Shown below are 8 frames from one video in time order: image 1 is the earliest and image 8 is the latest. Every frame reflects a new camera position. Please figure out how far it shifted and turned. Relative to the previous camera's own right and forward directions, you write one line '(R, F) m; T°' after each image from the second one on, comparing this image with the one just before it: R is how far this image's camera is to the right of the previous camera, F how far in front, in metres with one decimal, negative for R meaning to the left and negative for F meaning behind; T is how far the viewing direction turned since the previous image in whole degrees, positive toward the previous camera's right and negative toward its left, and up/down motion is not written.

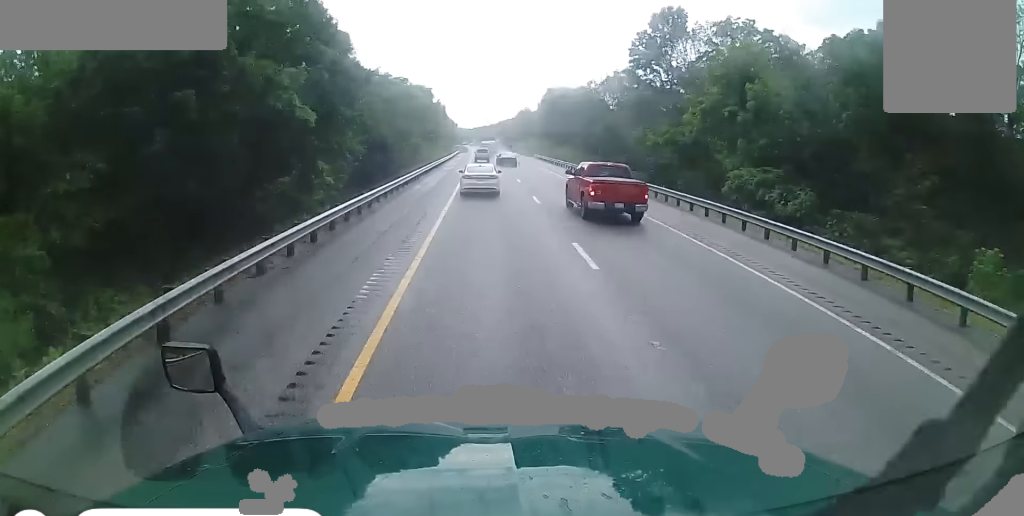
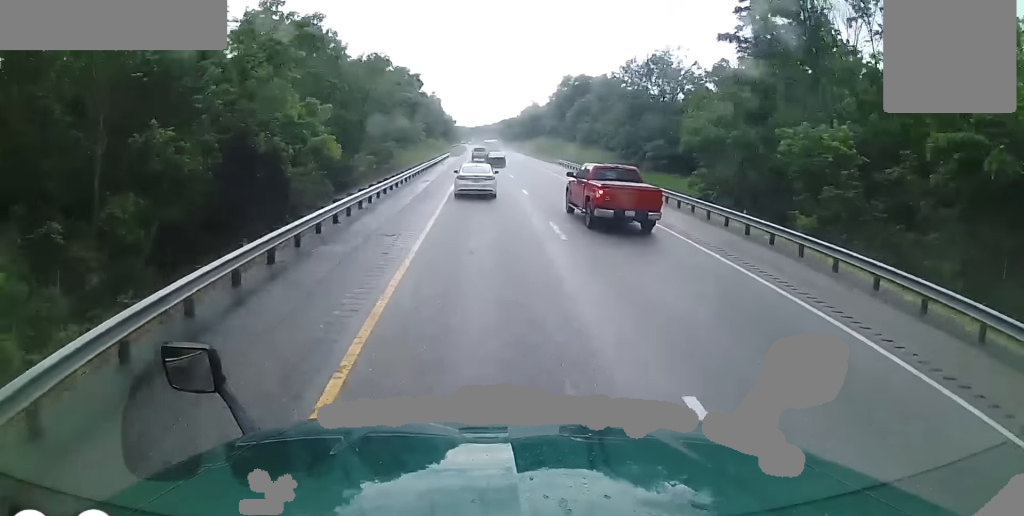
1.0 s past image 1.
(-0.5, +32.8) m; 0°
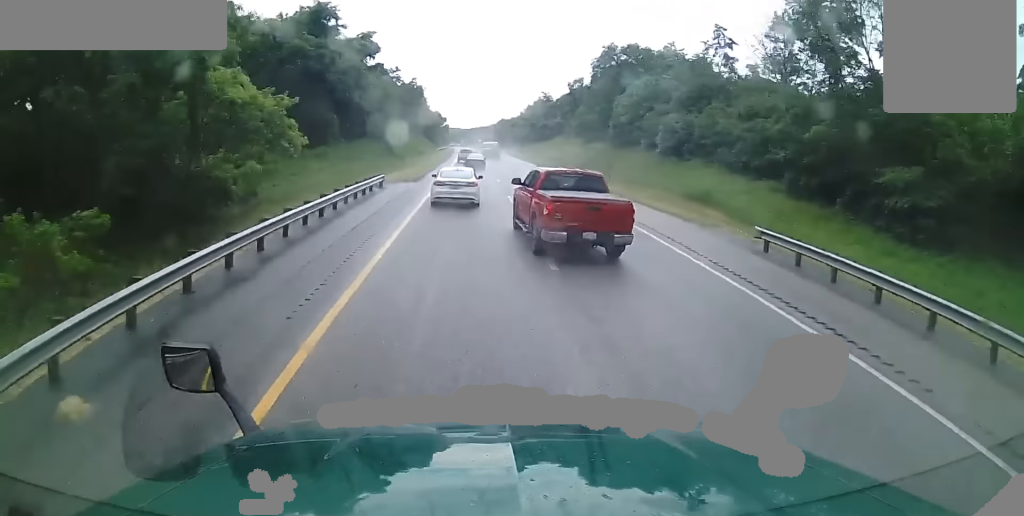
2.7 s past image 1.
(+0.8, +51.8) m; +1°
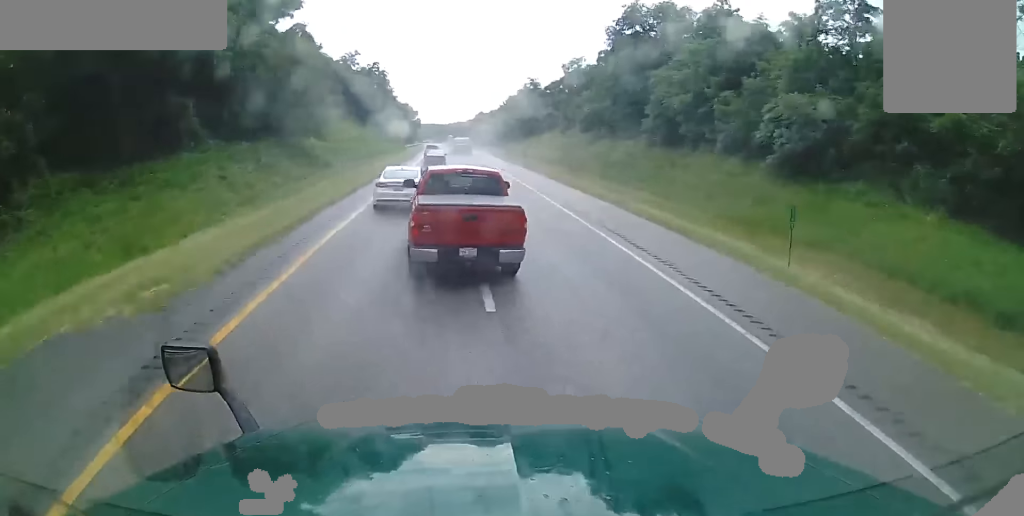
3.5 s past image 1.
(0.0, +27.3) m; 0°
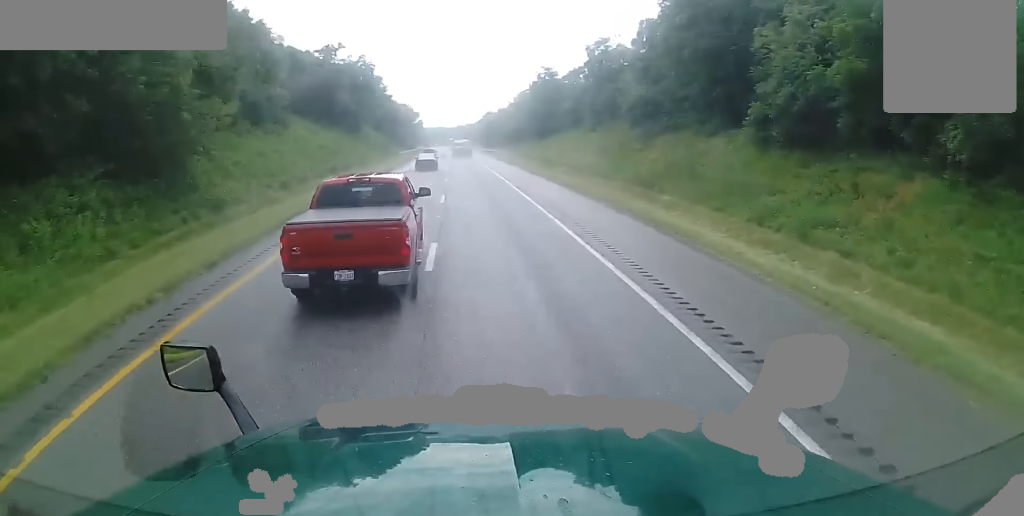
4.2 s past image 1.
(0.0, +21.9) m; 0°
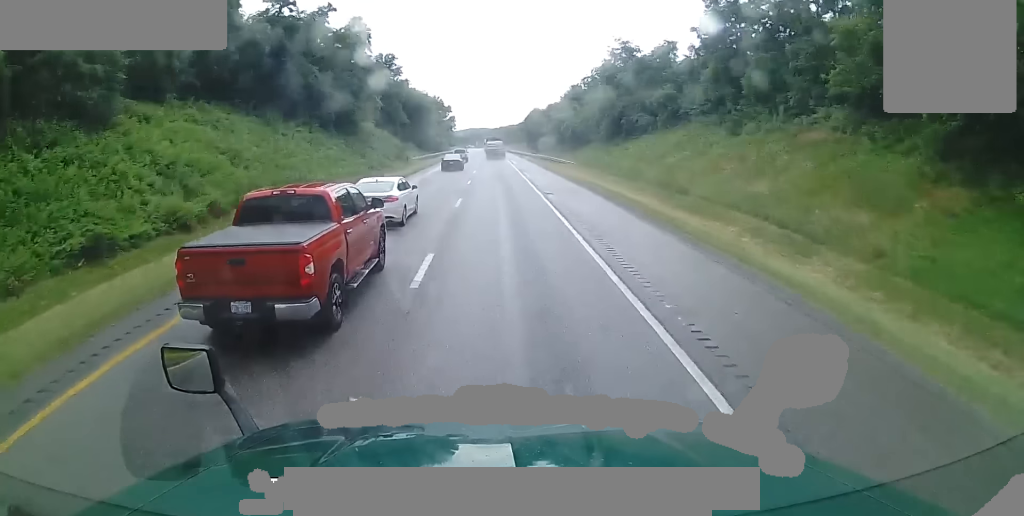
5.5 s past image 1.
(-0.3, +38.0) m; -1°
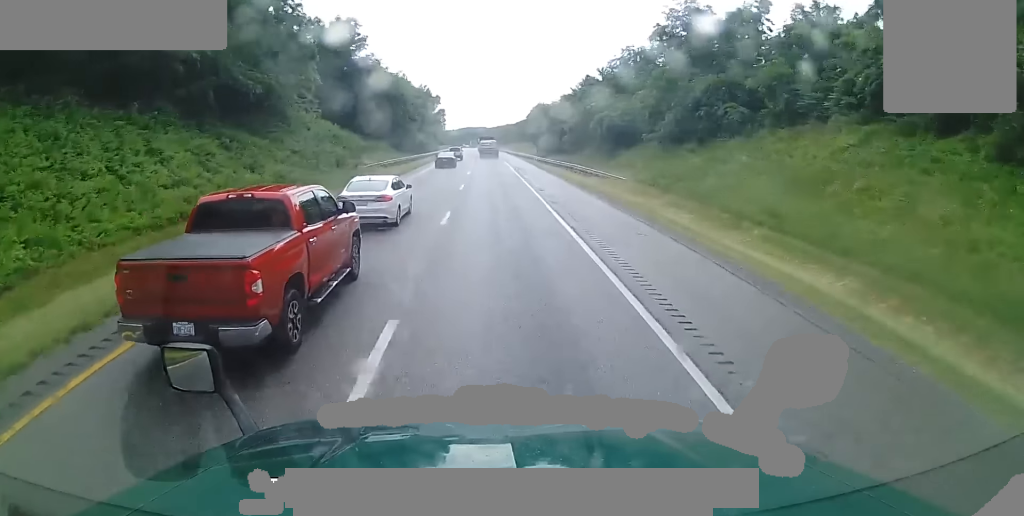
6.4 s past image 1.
(-0.2, +29.2) m; -1°
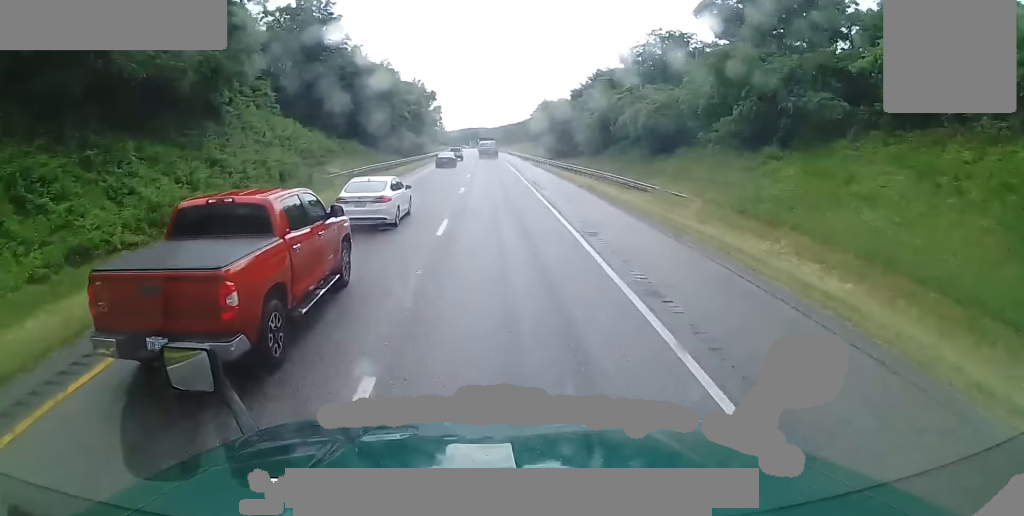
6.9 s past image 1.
(0.0, +14.1) m; -1°
